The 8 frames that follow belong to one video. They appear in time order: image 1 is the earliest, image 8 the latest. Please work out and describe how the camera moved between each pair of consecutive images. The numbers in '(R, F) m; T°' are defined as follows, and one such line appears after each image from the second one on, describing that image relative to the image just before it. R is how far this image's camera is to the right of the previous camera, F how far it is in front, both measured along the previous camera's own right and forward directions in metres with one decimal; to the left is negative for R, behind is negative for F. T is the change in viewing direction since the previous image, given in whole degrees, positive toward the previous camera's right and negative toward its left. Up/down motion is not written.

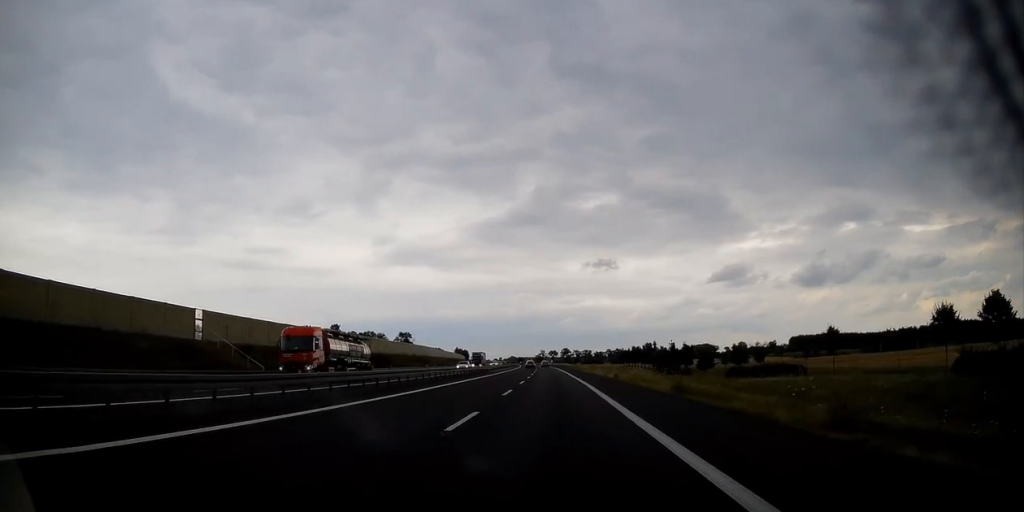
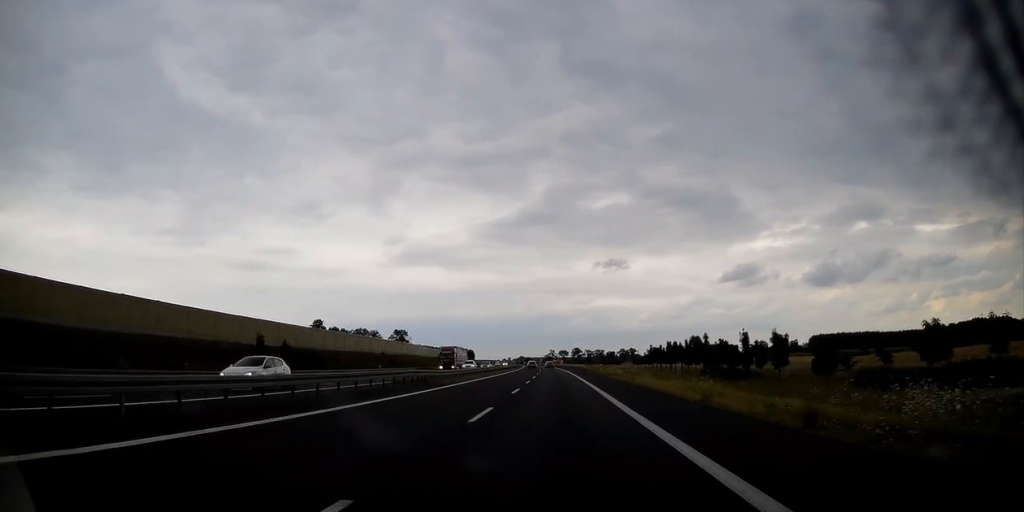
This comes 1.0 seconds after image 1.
(-0.2, +35.2) m; -1°
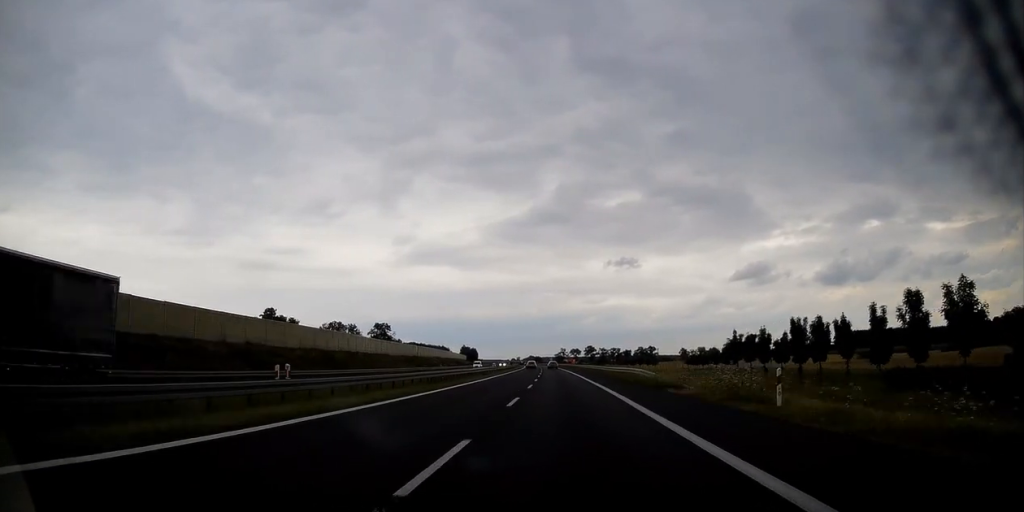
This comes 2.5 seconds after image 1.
(-0.8, +55.3) m; -1°
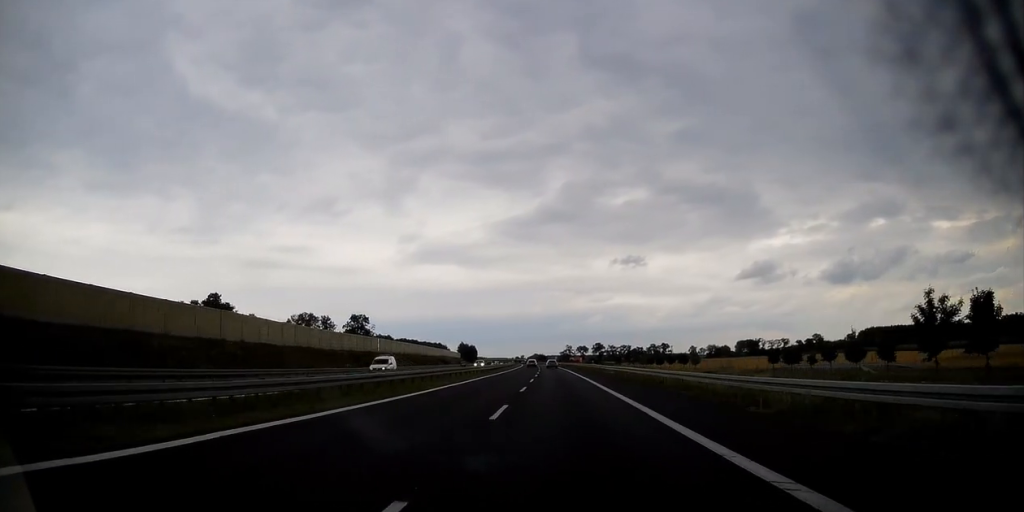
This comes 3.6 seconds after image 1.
(0.0, +39.3) m; -1°
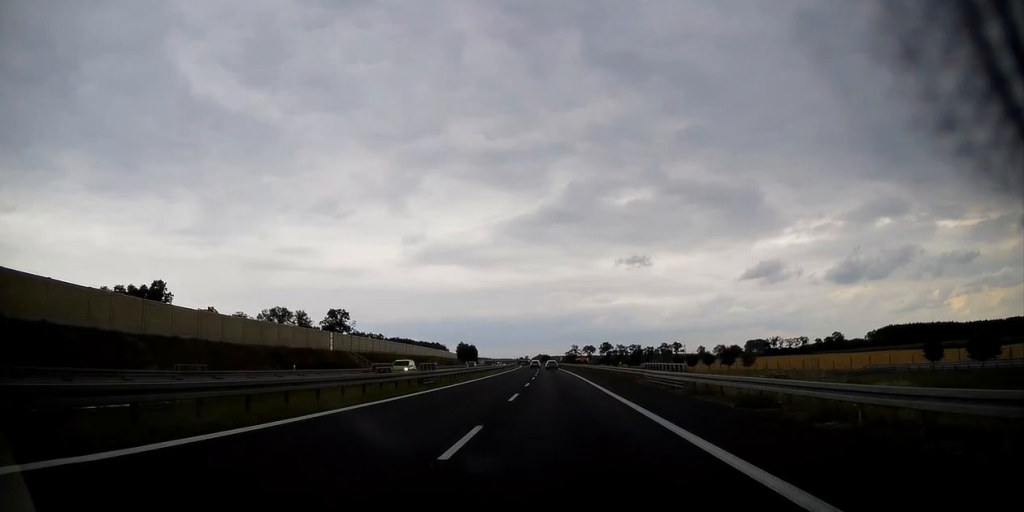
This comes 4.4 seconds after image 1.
(-0.3, +29.7) m; -1°
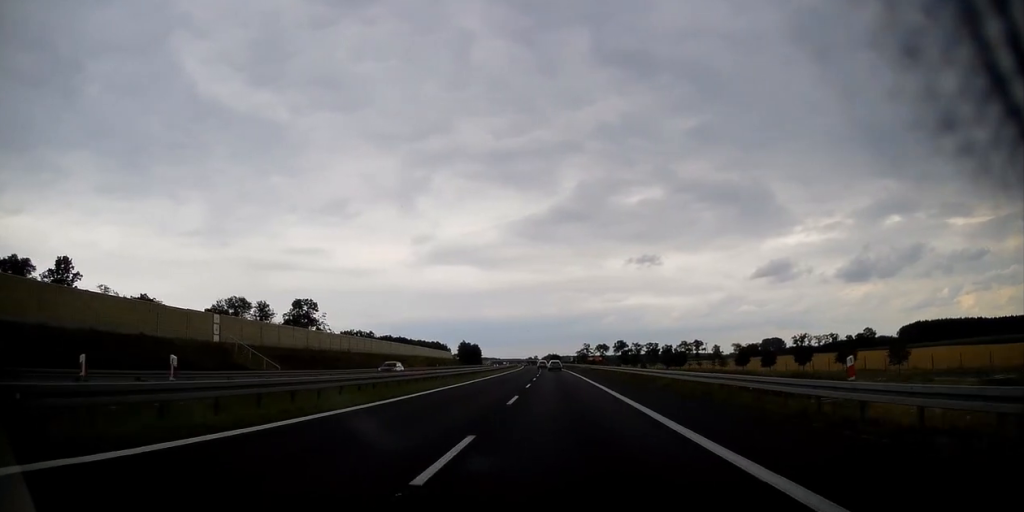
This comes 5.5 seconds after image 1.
(-0.1, +37.8) m; -1°
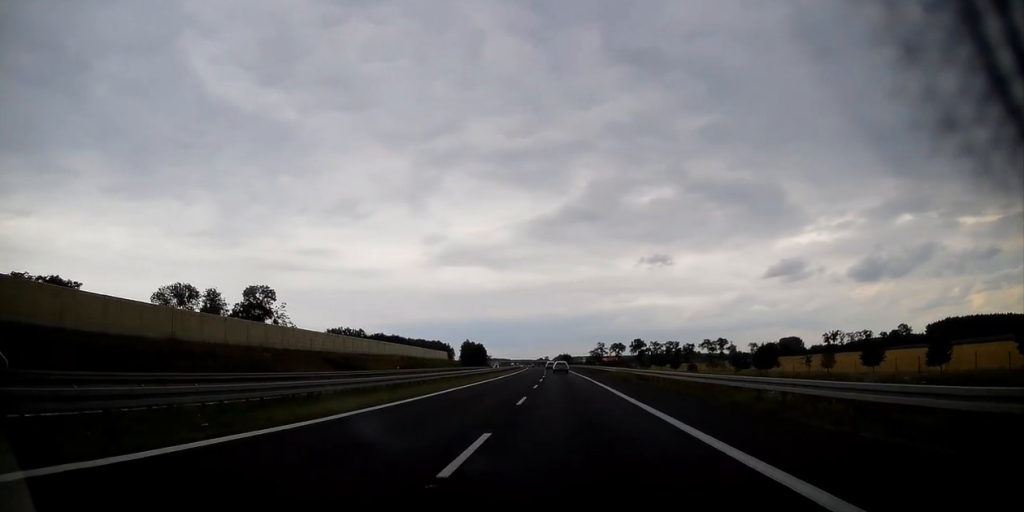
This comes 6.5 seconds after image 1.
(-0.3, +35.3) m; -1°
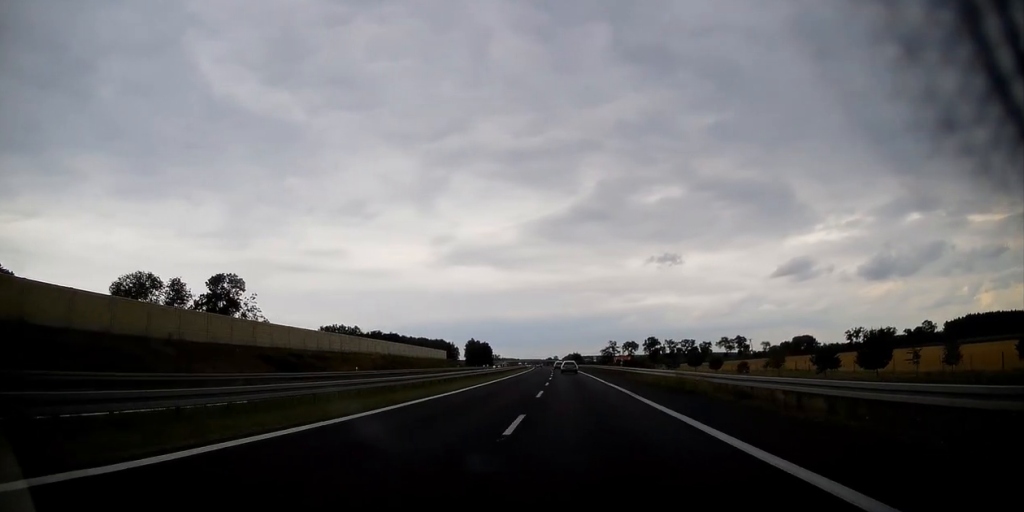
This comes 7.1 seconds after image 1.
(-0.1, +20.0) m; -1°
